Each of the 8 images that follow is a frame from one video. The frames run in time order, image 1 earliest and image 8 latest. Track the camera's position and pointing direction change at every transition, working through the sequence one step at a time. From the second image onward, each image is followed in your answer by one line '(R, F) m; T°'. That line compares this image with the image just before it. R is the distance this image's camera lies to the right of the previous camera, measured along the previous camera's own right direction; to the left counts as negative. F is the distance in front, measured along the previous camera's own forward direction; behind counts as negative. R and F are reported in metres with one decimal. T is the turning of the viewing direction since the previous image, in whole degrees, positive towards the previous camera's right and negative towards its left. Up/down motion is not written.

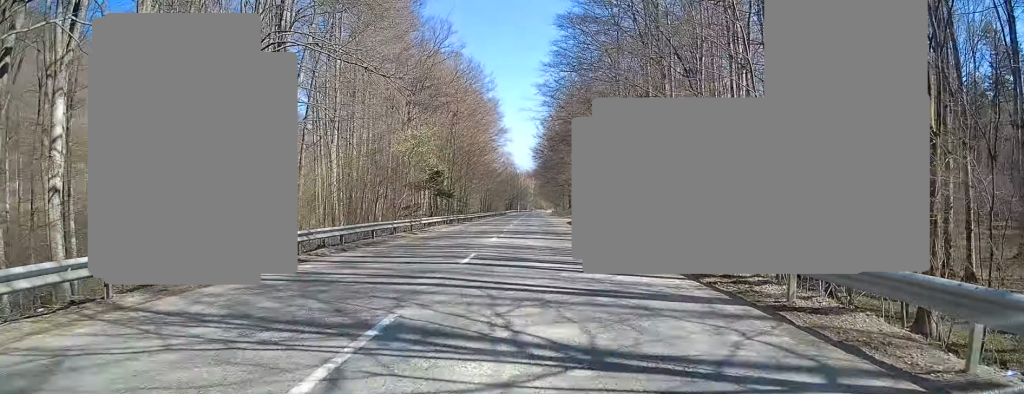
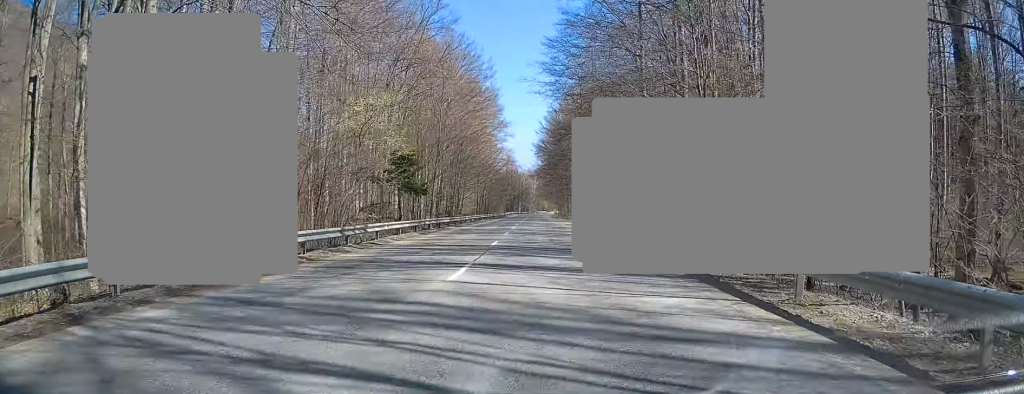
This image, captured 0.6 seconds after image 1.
(-0.1, +11.9) m; 0°
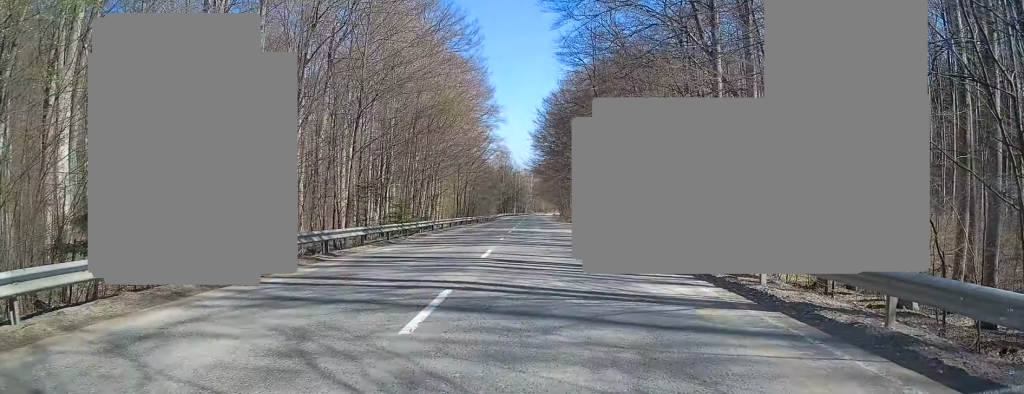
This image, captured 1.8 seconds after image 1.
(0.0, +22.2) m; +1°
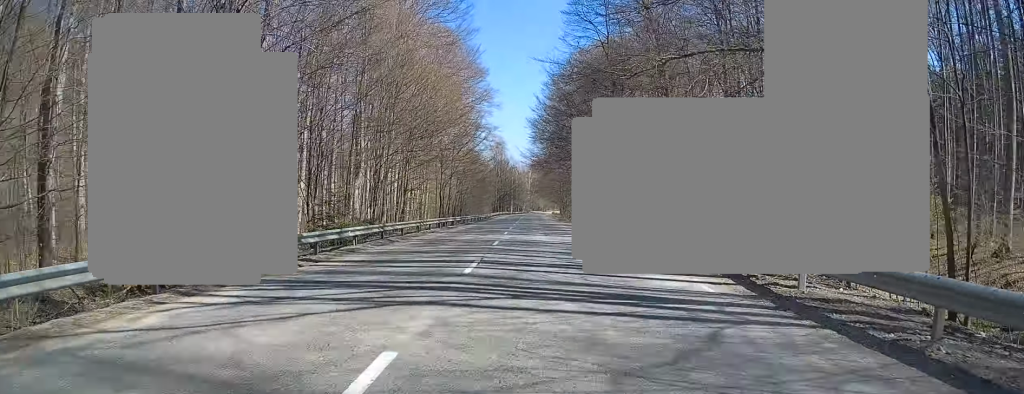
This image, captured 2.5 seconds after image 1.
(+0.2, +12.9) m; 0°
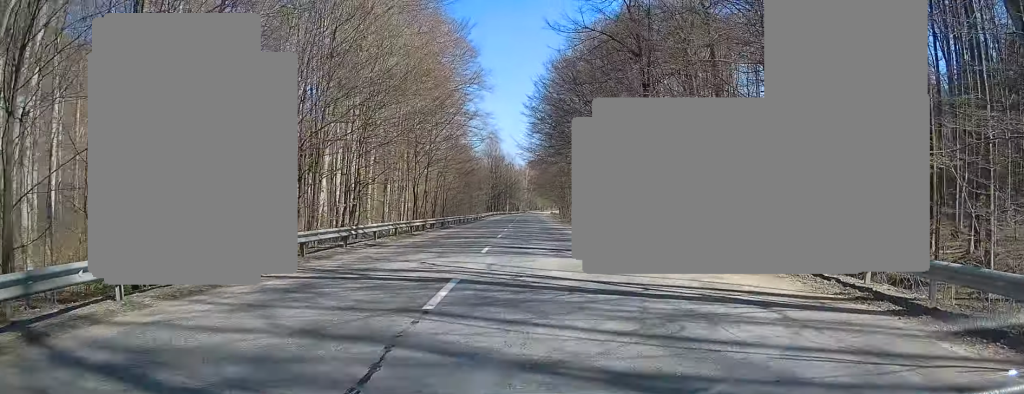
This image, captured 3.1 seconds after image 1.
(-0.1, +13.2) m; 0°
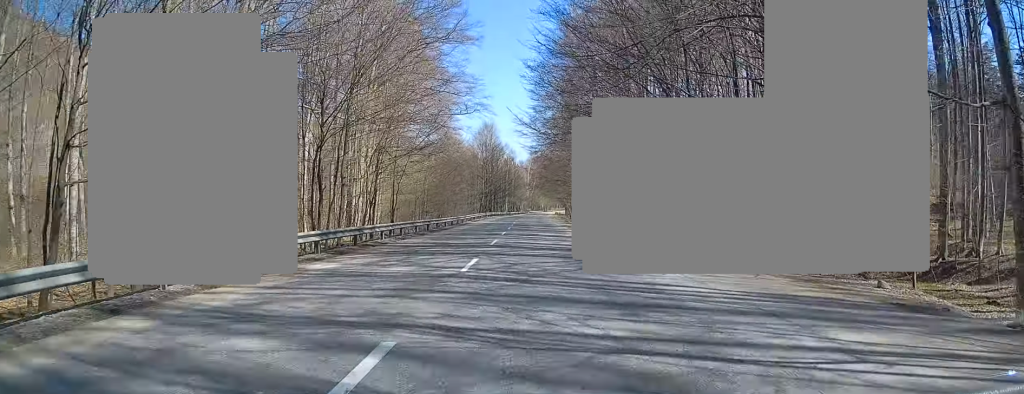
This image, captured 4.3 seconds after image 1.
(+0.1, +23.1) m; 0°
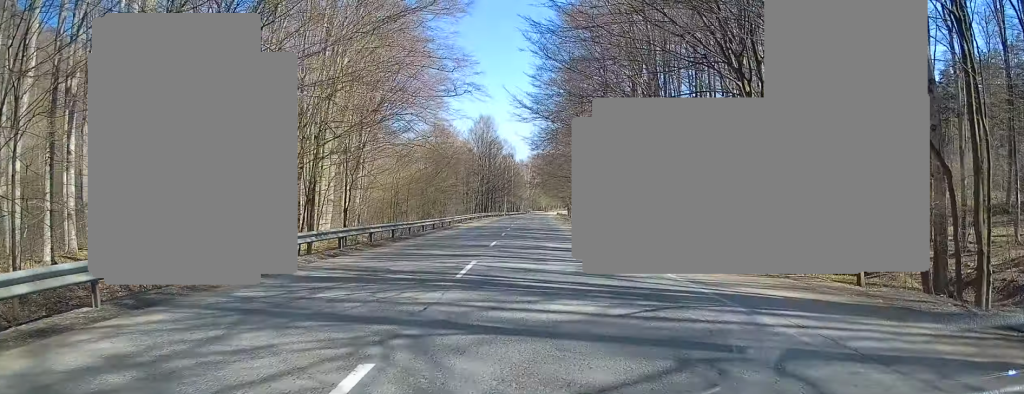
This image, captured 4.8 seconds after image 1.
(0.0, +9.8) m; -1°
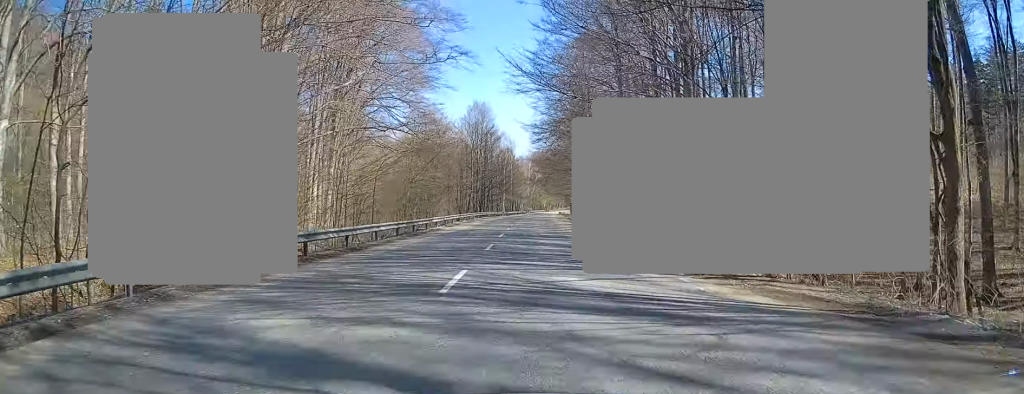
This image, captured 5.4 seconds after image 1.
(0.0, +11.1) m; -1°
